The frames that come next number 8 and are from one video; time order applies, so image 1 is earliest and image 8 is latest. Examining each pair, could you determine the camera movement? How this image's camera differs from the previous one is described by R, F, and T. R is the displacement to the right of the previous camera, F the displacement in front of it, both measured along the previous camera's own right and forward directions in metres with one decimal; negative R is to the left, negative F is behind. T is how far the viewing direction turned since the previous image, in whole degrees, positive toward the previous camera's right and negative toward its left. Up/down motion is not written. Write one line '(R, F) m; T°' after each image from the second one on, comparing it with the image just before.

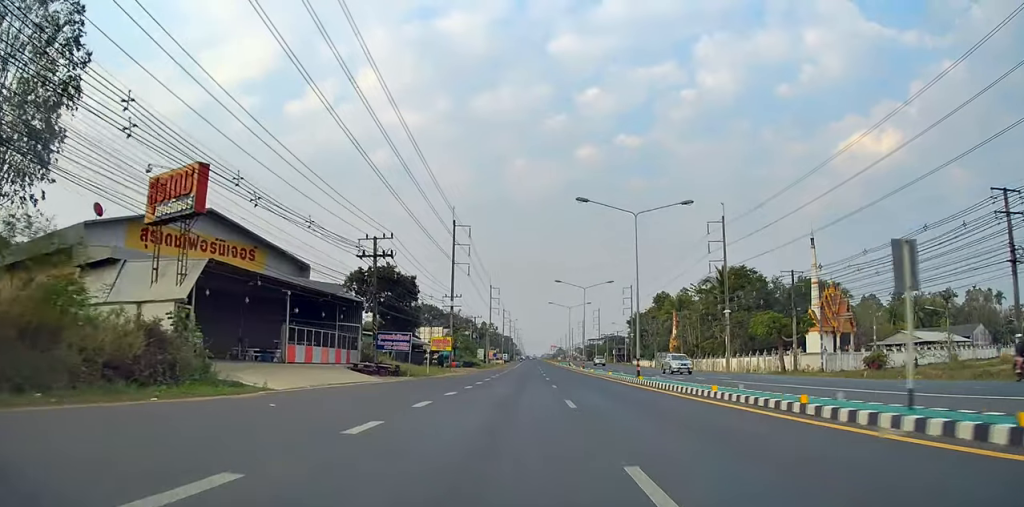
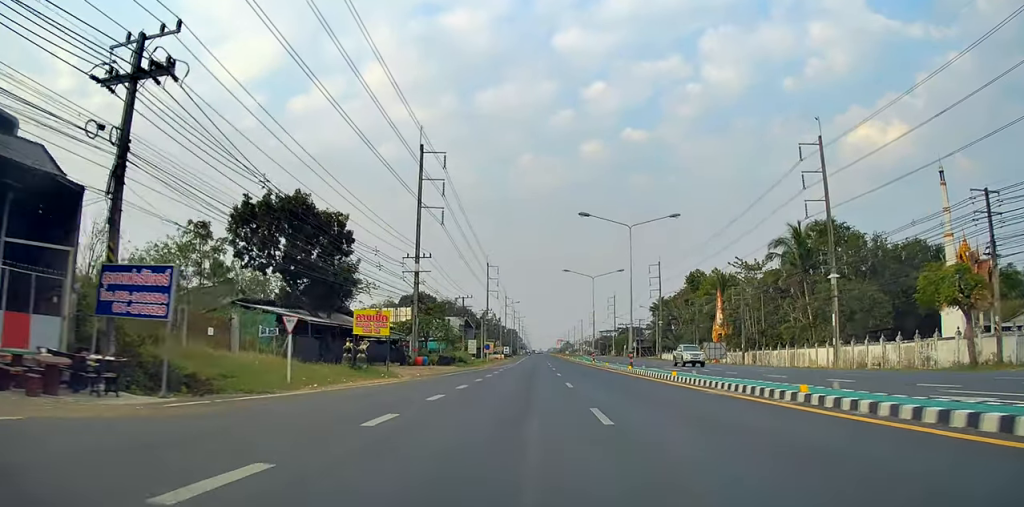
(-0.2, +29.4) m; +1°
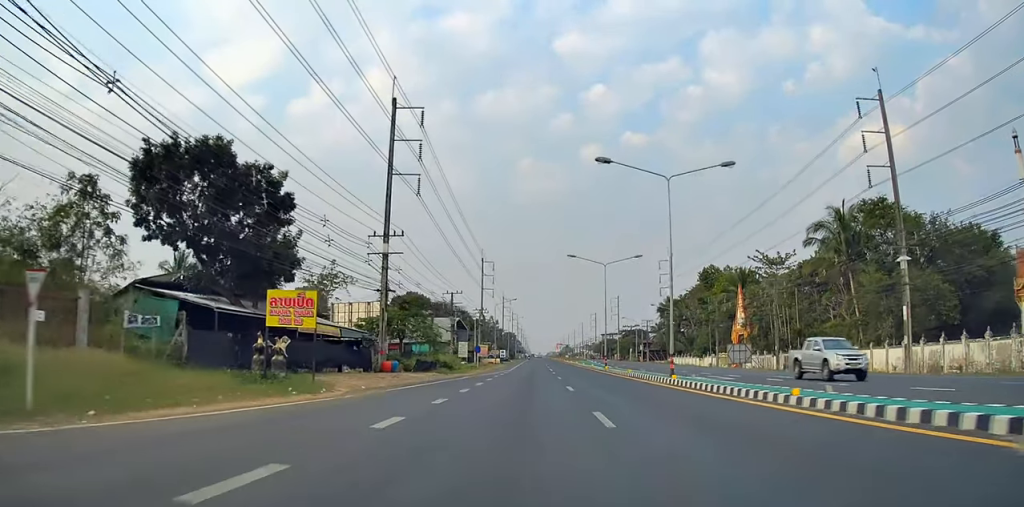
(+0.2, +11.5) m; 0°
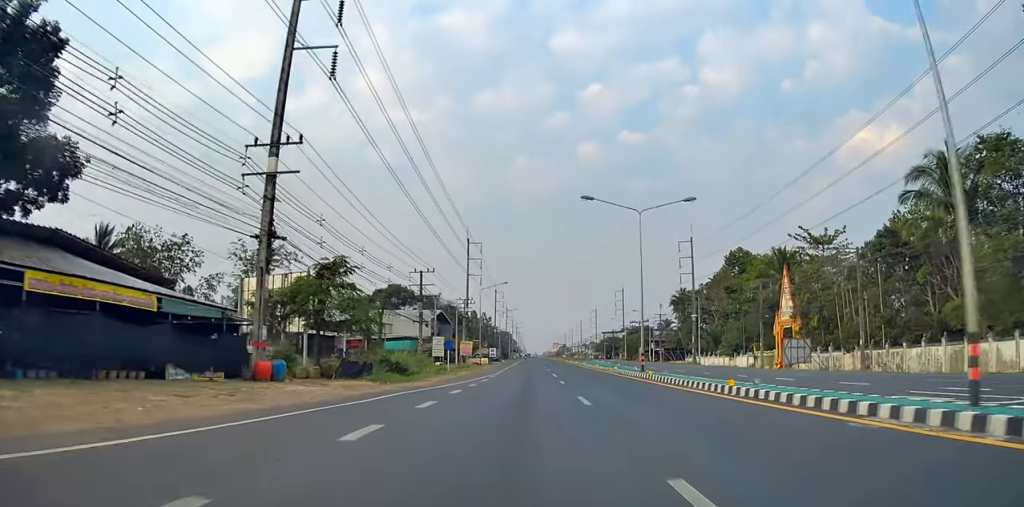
(+0.1, +19.4) m; -1°
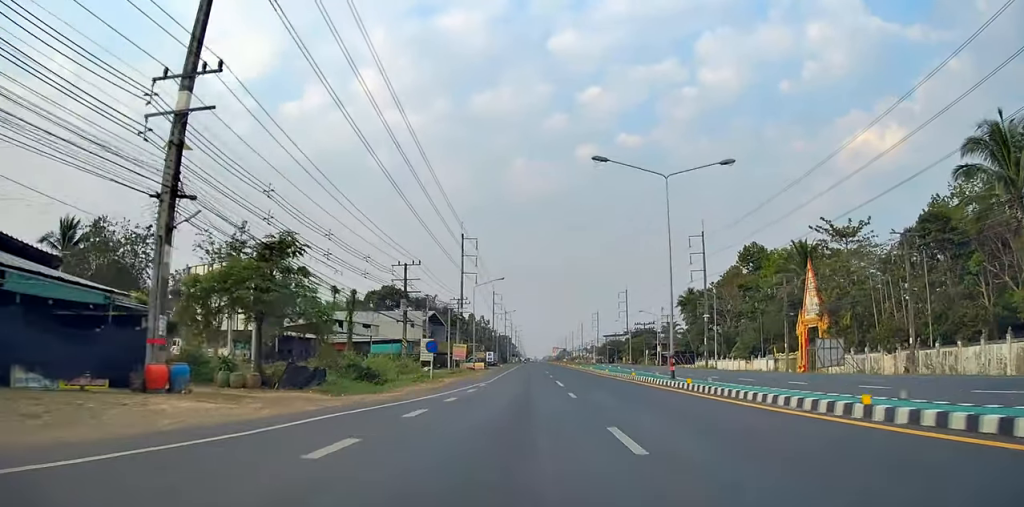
(-0.1, +7.3) m; -1°
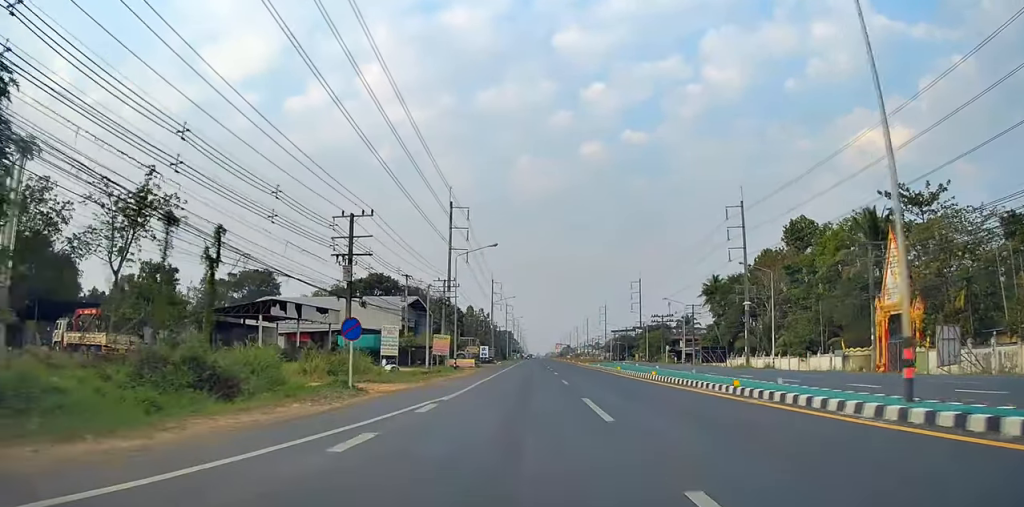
(0.0, +16.9) m; 0°
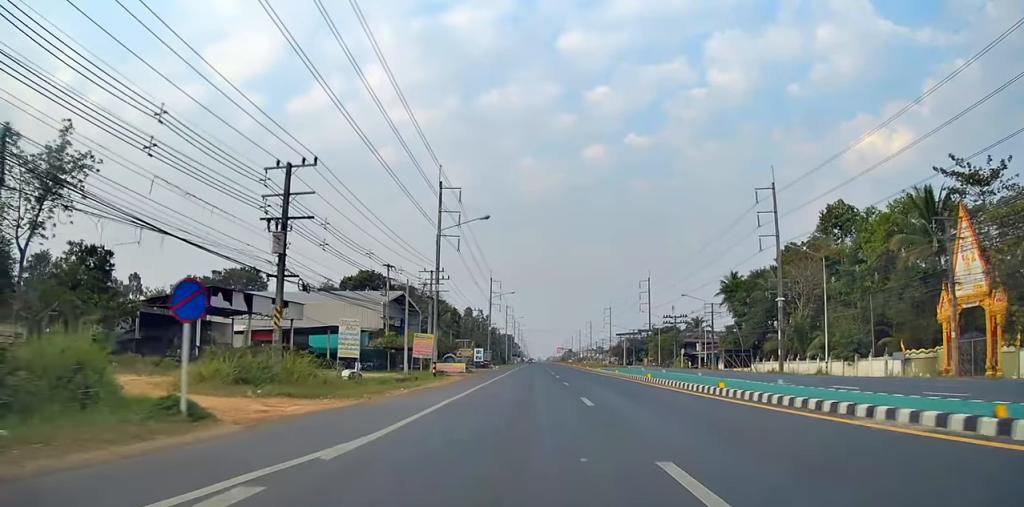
(0.0, +10.3) m; +1°
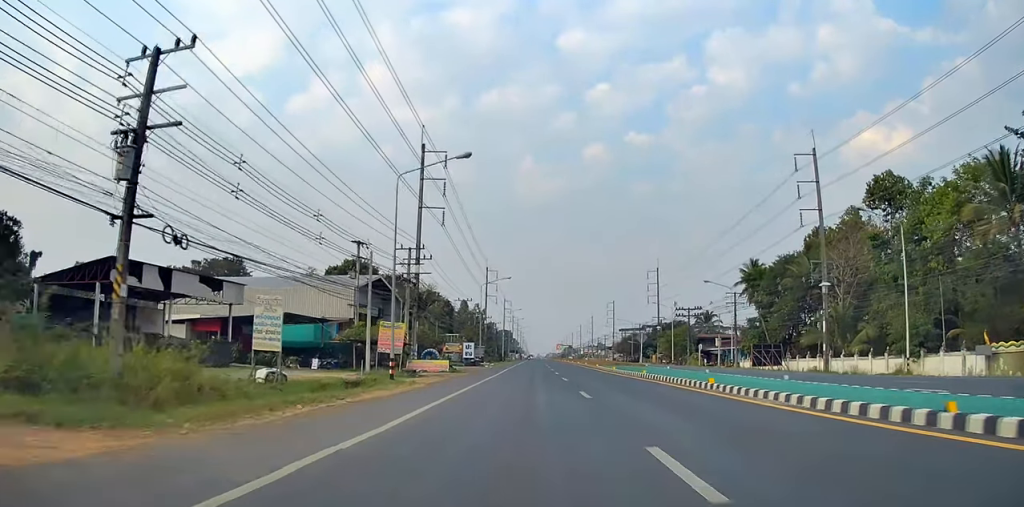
(0.0, +10.6) m; +1°
